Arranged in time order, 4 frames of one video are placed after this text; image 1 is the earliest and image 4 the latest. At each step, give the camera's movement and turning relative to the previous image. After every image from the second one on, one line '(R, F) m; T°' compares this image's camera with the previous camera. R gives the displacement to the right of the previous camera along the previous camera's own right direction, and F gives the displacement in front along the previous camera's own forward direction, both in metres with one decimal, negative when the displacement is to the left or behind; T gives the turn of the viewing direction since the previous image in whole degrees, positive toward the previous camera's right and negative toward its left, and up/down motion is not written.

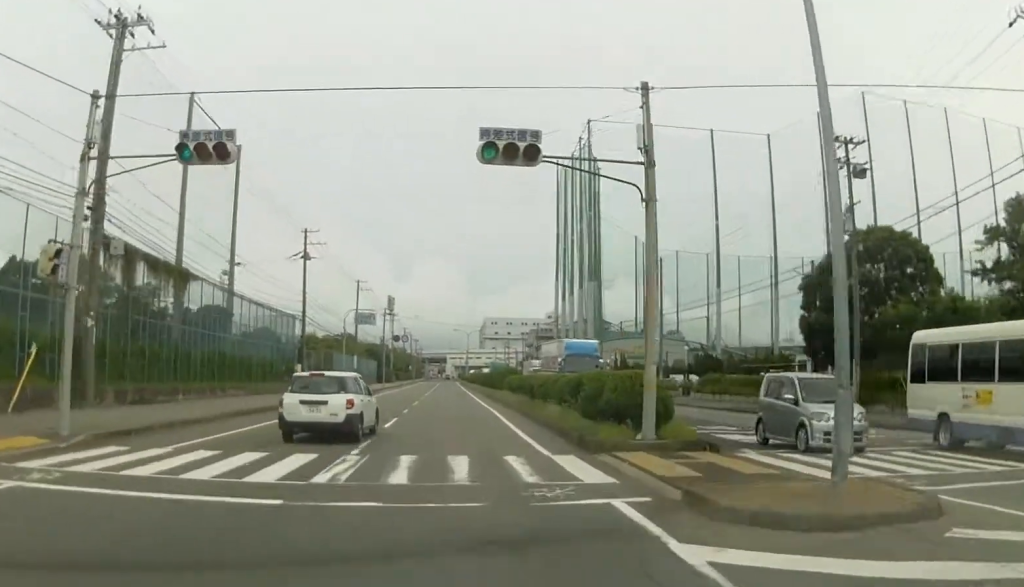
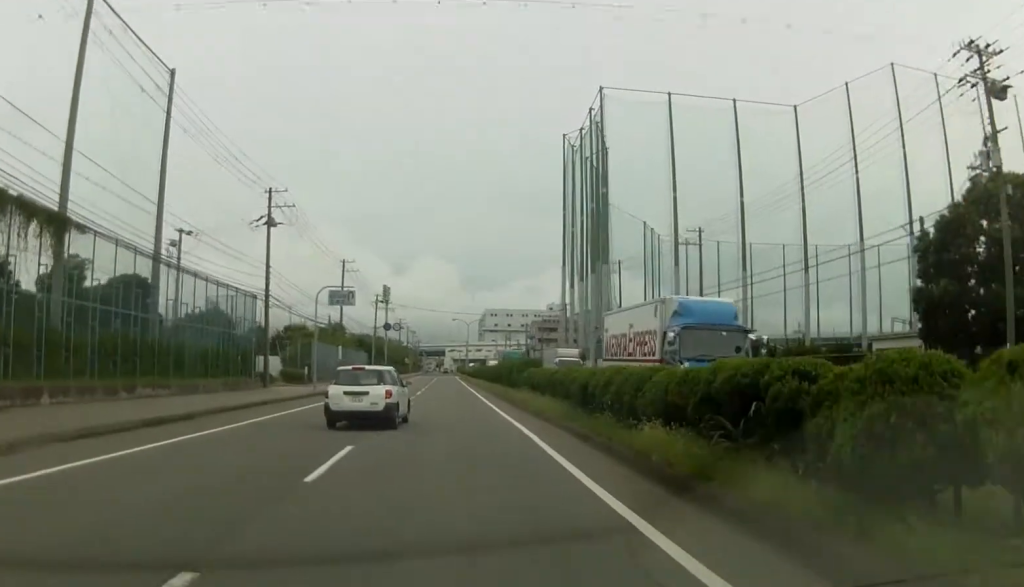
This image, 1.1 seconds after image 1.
(-0.3, +12.8) m; -1°
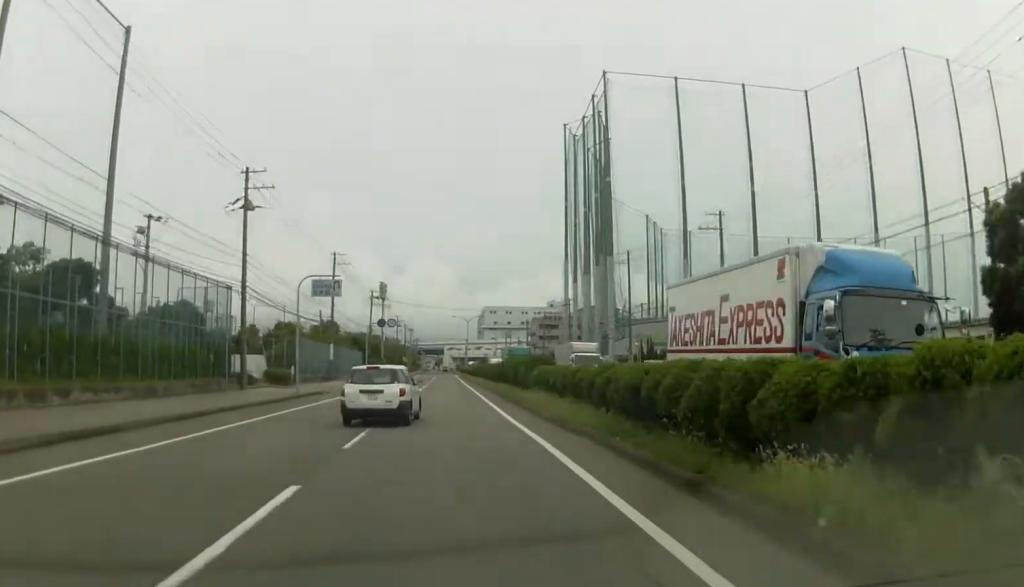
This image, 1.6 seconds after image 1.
(0.0, +5.6) m; 0°
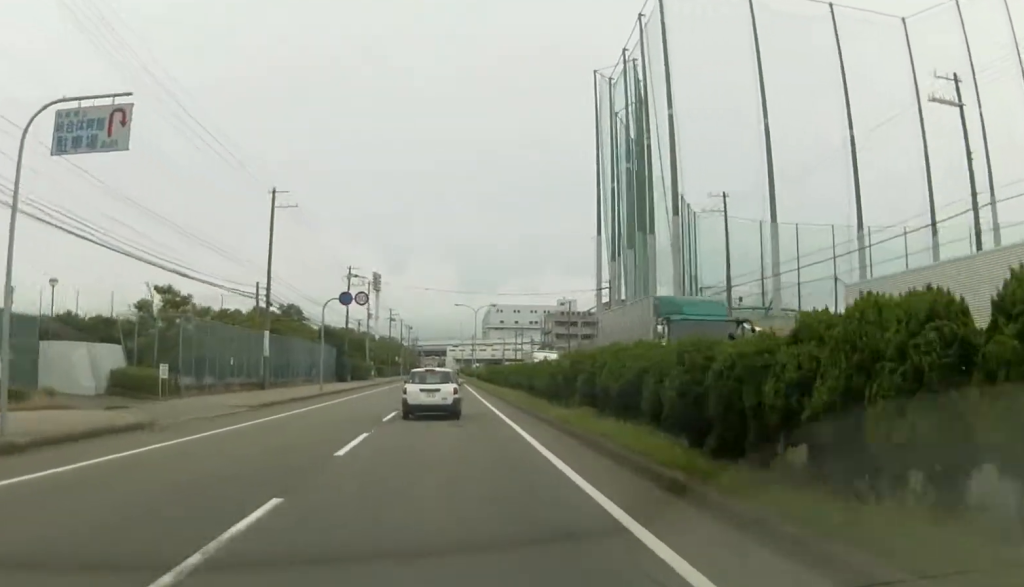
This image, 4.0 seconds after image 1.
(+0.8, +31.1) m; +1°
